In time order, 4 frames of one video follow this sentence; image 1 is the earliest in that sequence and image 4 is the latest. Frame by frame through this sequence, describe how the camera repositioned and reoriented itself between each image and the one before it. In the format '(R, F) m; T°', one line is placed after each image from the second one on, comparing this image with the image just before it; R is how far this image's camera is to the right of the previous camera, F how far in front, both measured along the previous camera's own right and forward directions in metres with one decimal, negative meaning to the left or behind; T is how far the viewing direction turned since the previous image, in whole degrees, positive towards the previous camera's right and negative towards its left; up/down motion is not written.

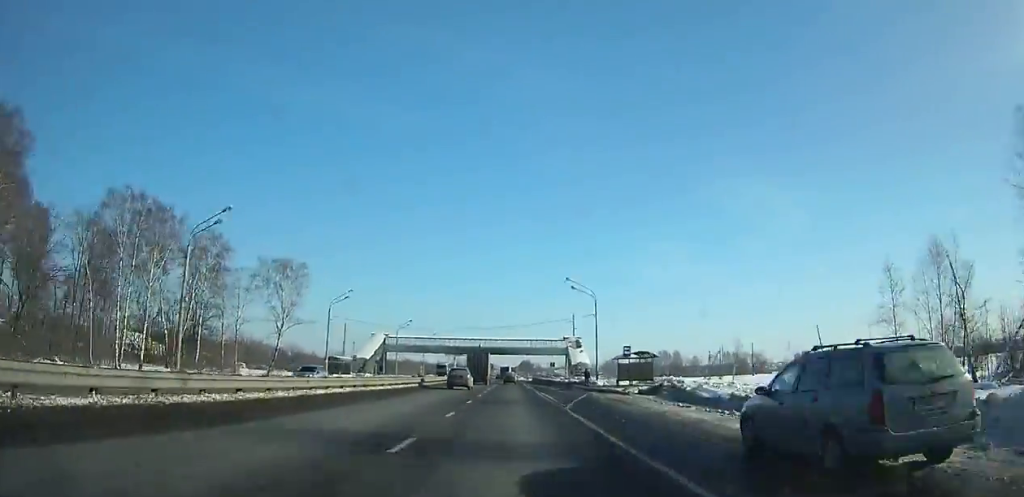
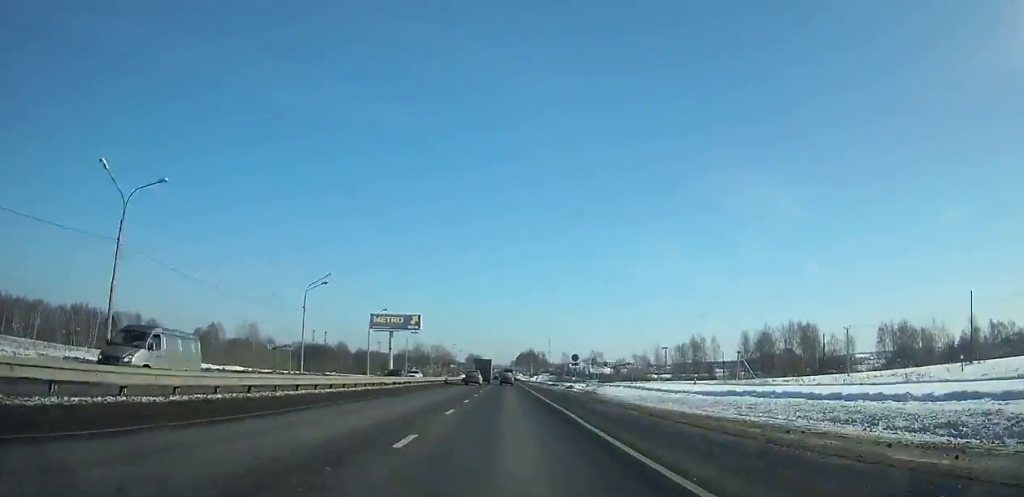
(-1.3, +186.8) m; -1°
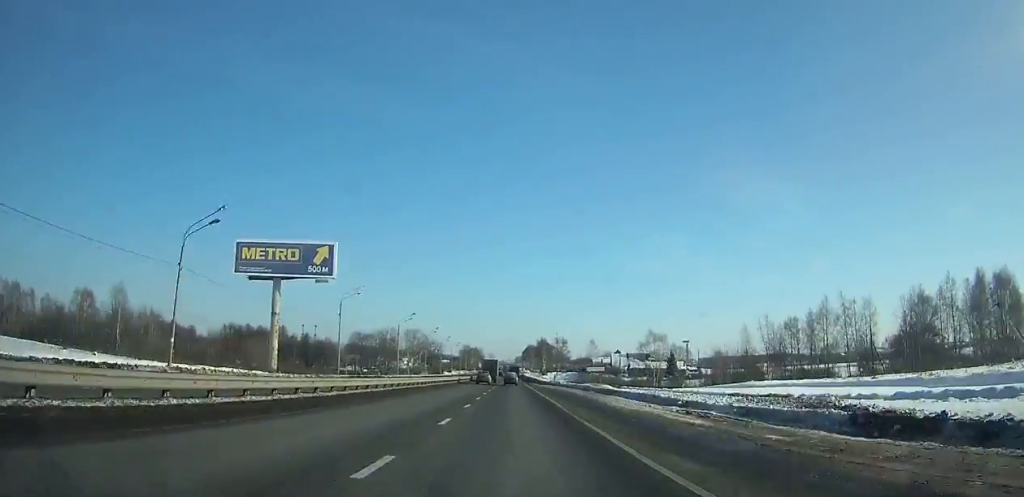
(+0.1, +87.2) m; 0°
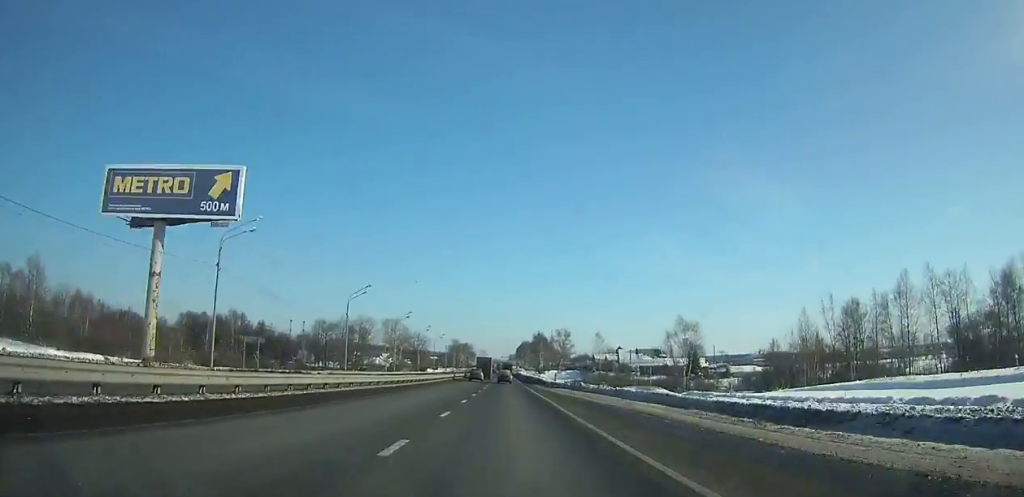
(0.0, +29.3) m; 0°
